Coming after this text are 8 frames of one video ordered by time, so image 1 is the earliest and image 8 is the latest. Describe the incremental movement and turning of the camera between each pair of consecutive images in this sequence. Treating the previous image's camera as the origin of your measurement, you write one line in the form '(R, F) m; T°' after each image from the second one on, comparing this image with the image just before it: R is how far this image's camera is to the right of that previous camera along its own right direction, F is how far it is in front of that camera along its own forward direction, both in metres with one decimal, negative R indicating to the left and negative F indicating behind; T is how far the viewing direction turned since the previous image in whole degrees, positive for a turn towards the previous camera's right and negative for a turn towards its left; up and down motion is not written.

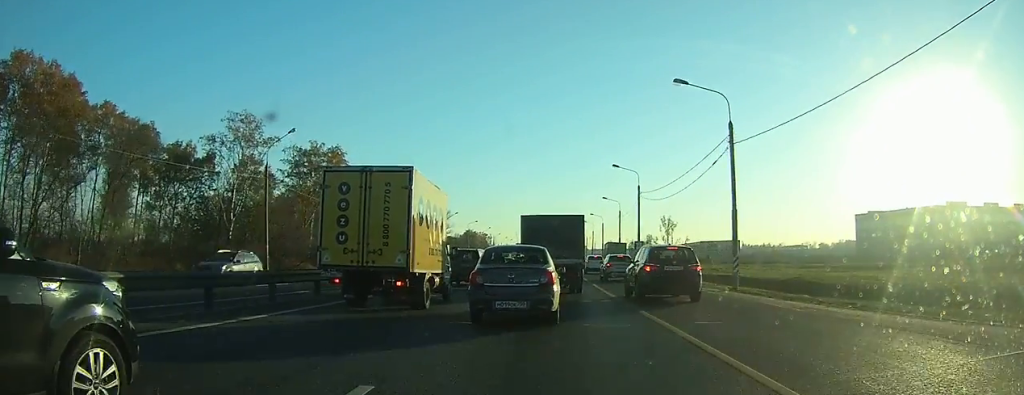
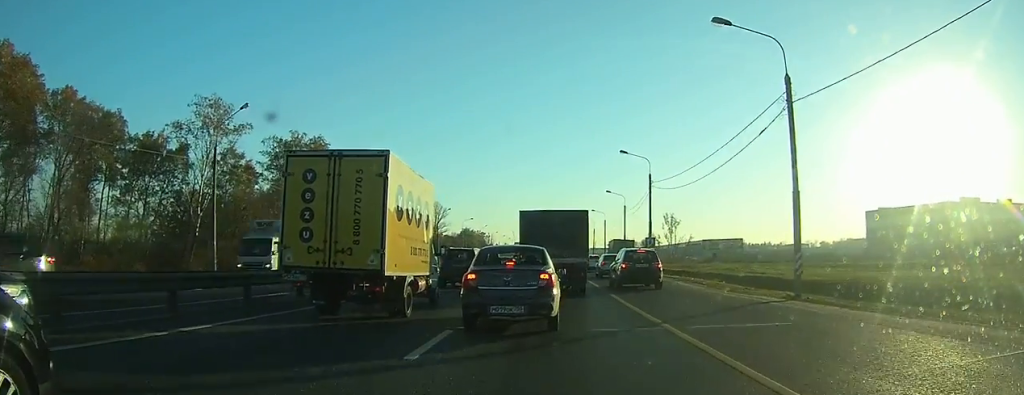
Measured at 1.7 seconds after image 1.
(+0.1, +6.2) m; +1°
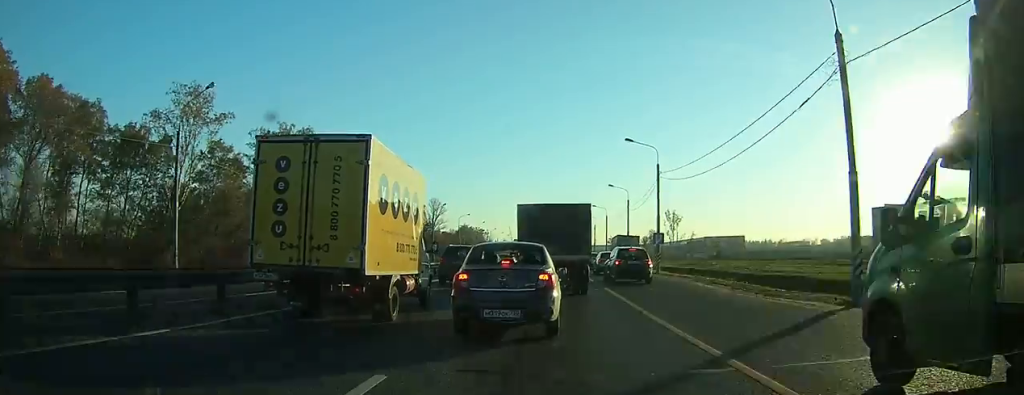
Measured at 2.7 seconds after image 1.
(-0.1, +3.9) m; +1°
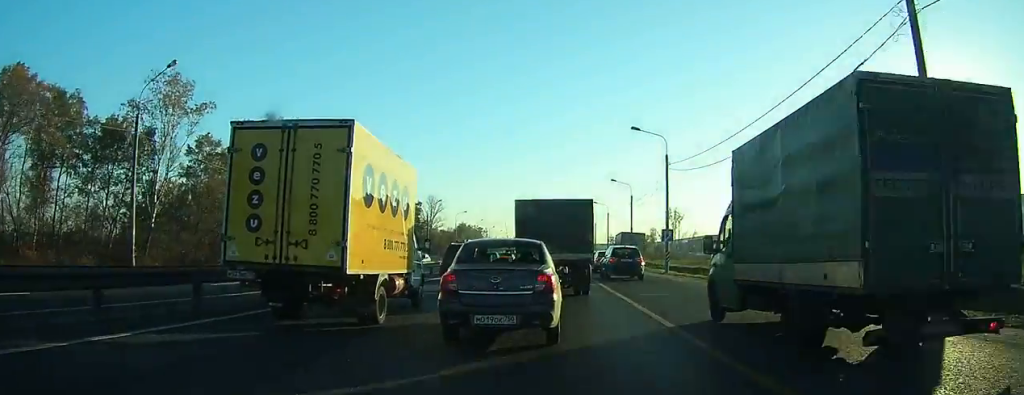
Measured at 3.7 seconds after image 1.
(+0.1, +3.6) m; +1°
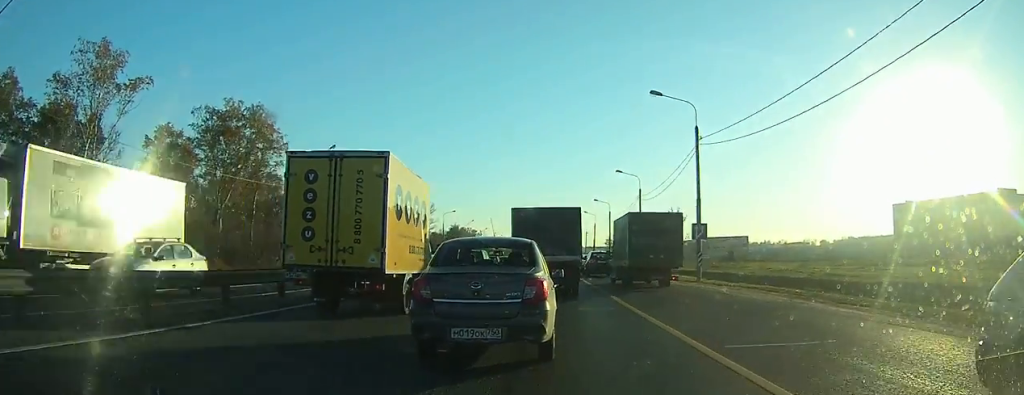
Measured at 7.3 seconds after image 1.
(+0.3, +11.7) m; -1°
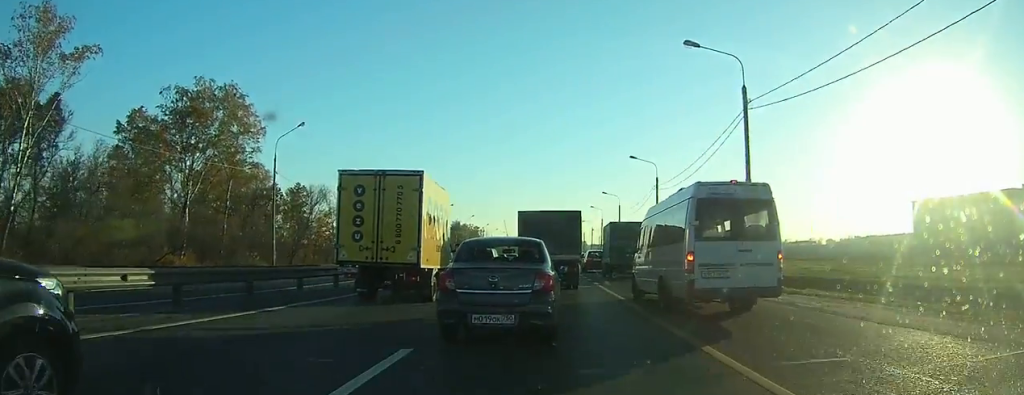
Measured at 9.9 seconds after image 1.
(-0.3, +7.6) m; -3°
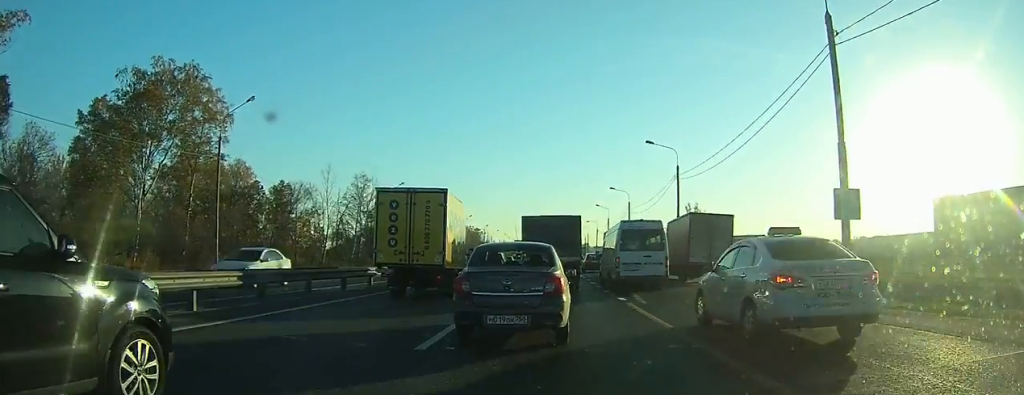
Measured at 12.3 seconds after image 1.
(0.0, +8.2) m; 0°
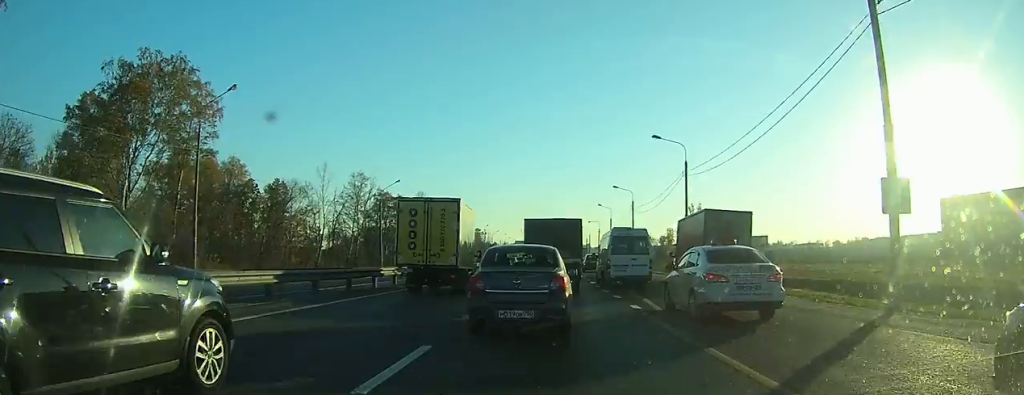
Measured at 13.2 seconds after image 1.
(0.0, +3.1) m; 0°
